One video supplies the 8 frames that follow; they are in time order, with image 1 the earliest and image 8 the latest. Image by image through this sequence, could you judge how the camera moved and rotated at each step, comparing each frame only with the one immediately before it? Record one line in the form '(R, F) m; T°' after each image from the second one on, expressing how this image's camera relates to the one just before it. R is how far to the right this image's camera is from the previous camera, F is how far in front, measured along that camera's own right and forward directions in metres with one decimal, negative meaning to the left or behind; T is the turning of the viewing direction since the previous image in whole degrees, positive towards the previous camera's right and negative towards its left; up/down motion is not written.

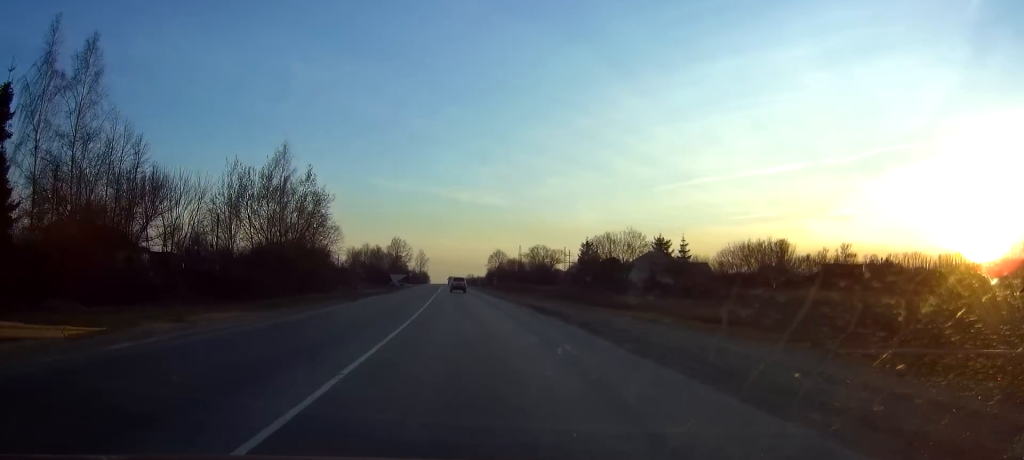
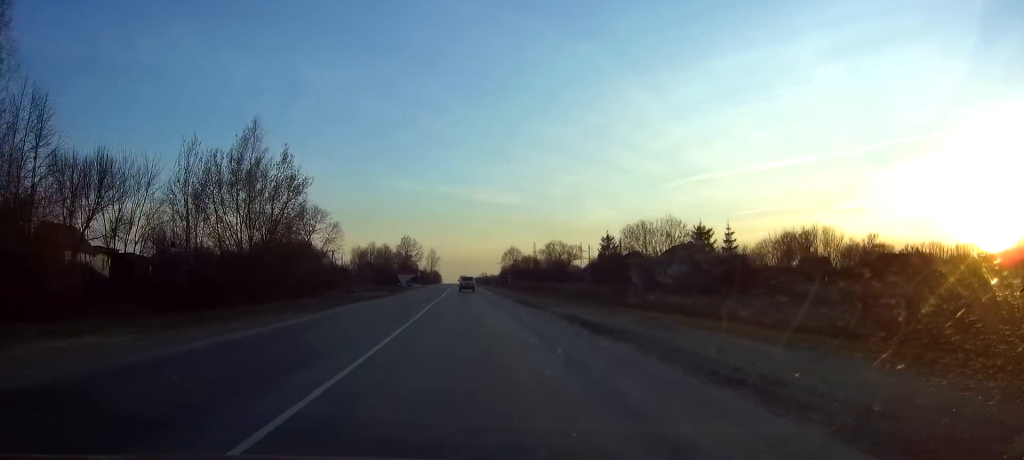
(-0.2, +11.6) m; -1°
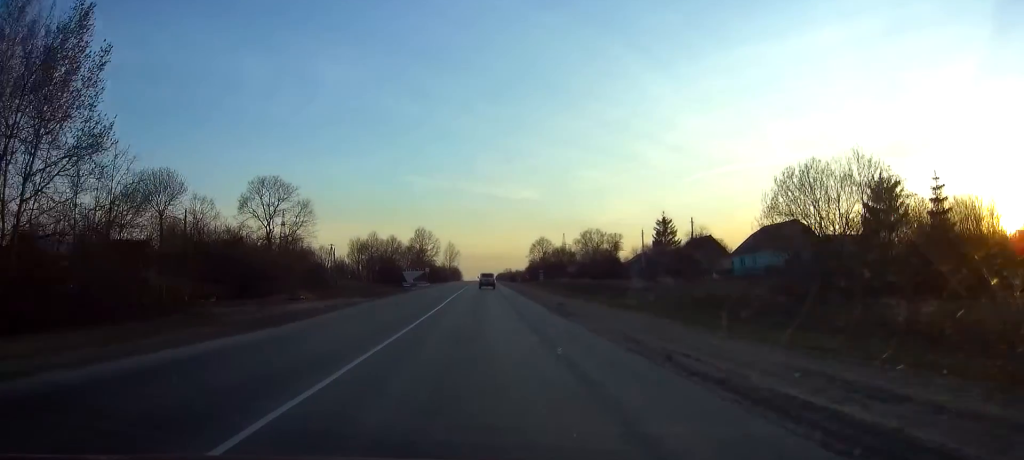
(-0.6, +33.1) m; -2°
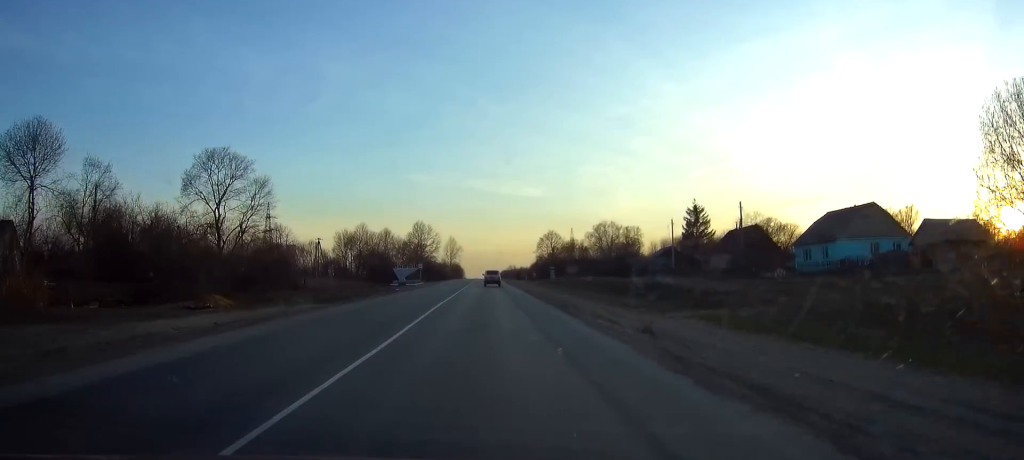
(-0.2, +18.1) m; 0°
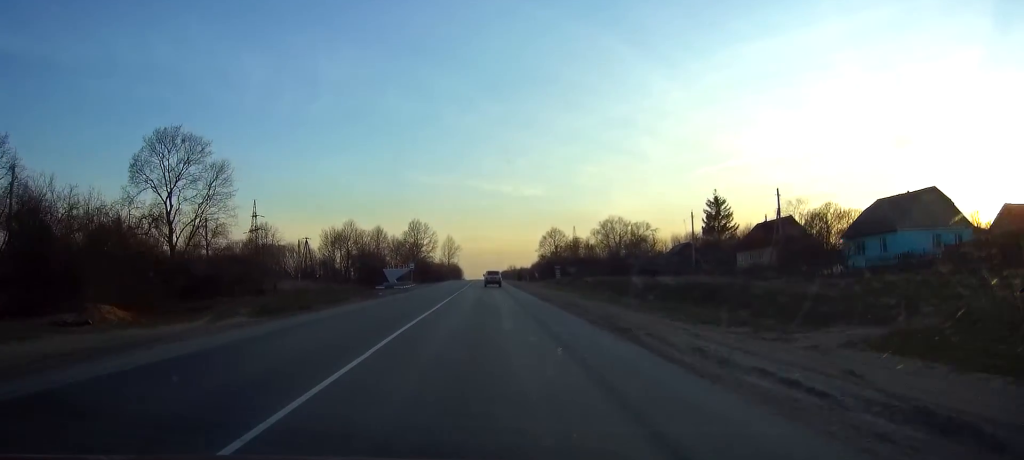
(0.0, +11.1) m; 0°
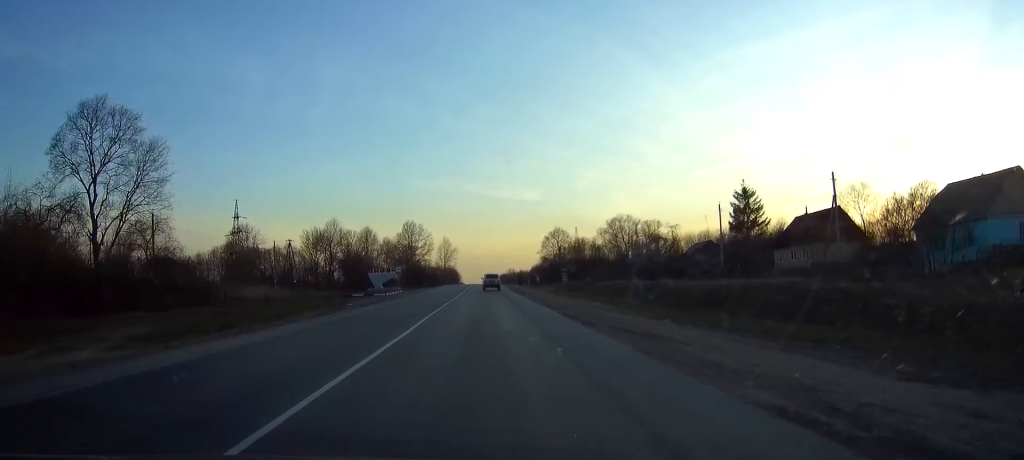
(0.0, +12.6) m; 0°
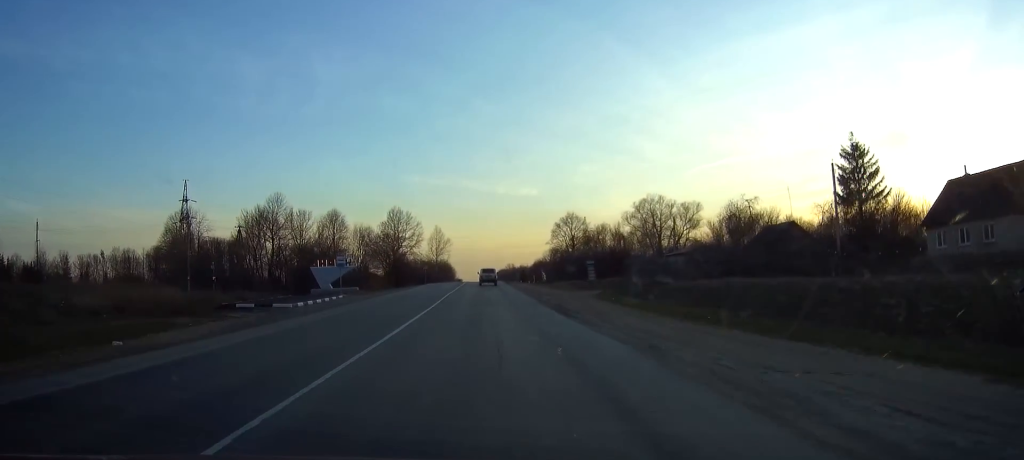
(+0.2, +30.2) m; +1°
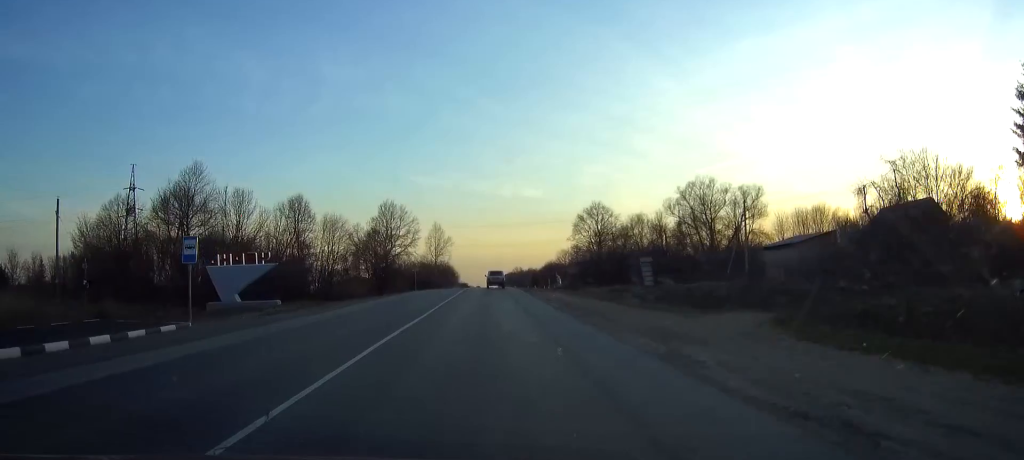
(-0.1, +26.0) m; 0°
